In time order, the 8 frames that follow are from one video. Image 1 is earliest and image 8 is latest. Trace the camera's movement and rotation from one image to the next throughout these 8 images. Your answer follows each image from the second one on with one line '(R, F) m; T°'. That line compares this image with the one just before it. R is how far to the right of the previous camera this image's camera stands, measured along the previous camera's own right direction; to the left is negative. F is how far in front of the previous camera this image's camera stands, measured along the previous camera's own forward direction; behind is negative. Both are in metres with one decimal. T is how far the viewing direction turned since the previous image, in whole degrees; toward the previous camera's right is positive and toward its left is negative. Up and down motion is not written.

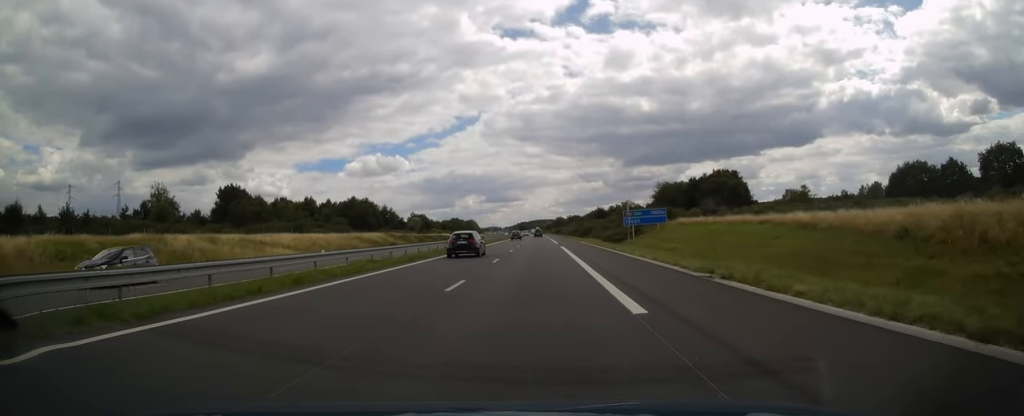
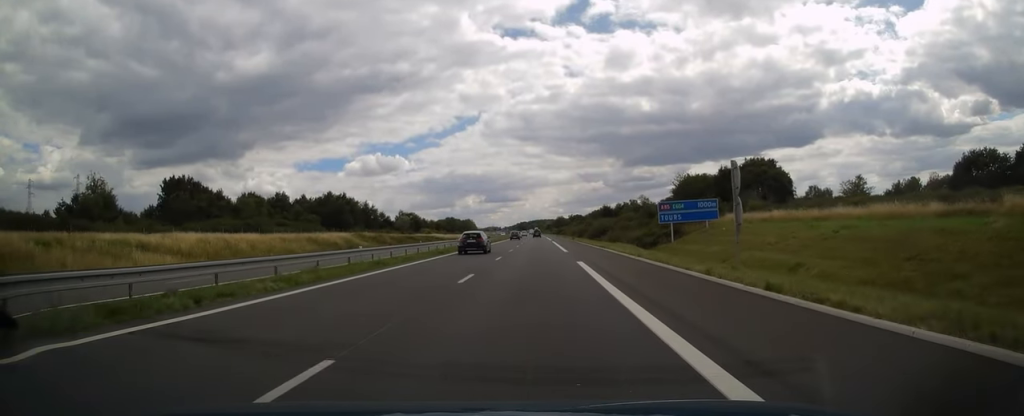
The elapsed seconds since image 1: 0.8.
(0.0, +23.6) m; 0°
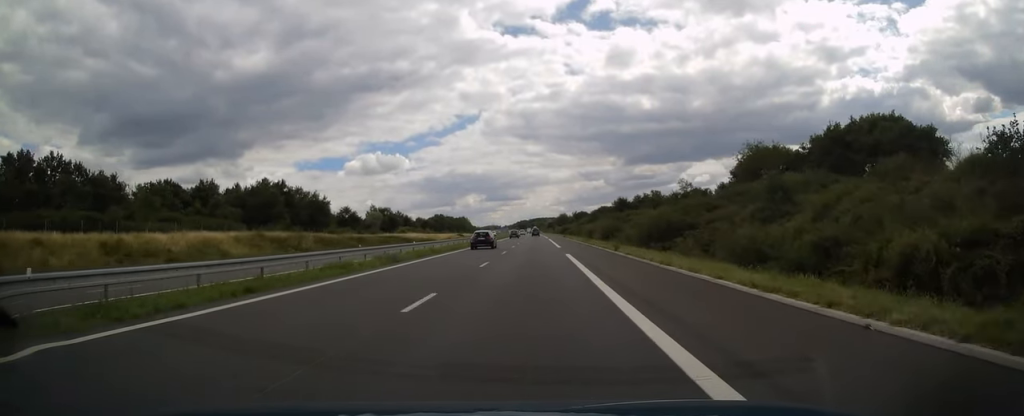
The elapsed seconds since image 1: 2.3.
(0.0, +44.6) m; 0°
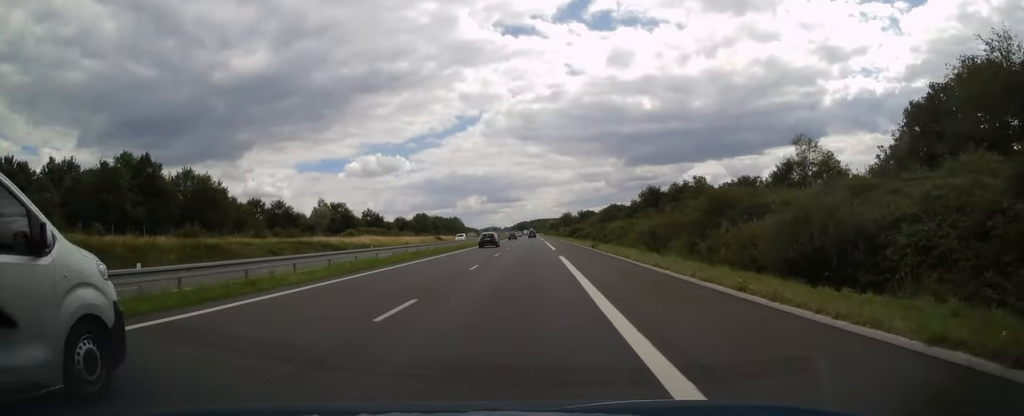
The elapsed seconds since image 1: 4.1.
(-0.2, +52.5) m; 0°
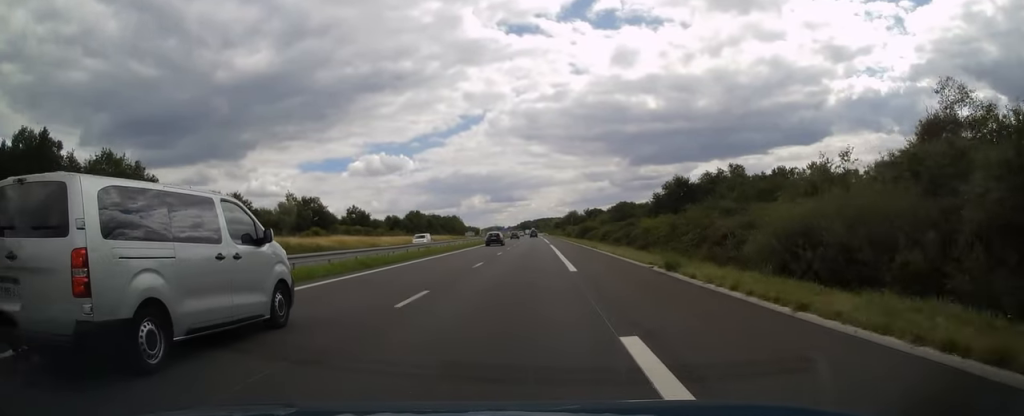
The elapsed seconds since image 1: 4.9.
(0.0, +24.0) m; 0°
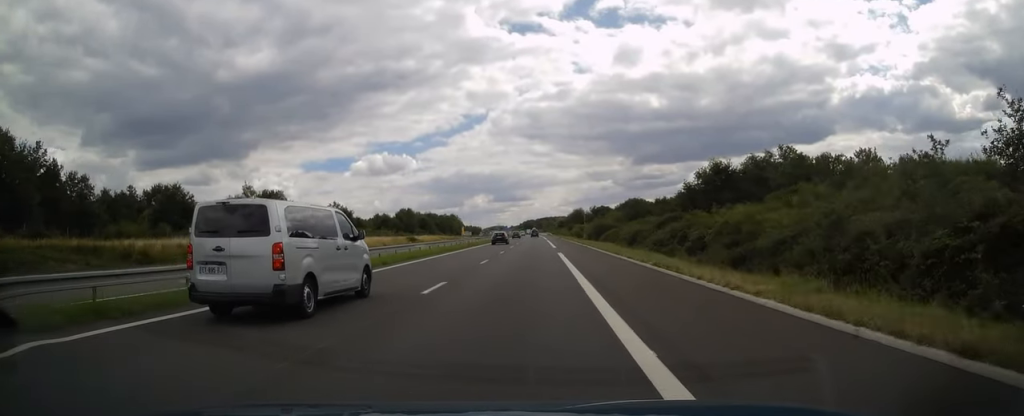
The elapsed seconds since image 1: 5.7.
(0.0, +23.6) m; 0°
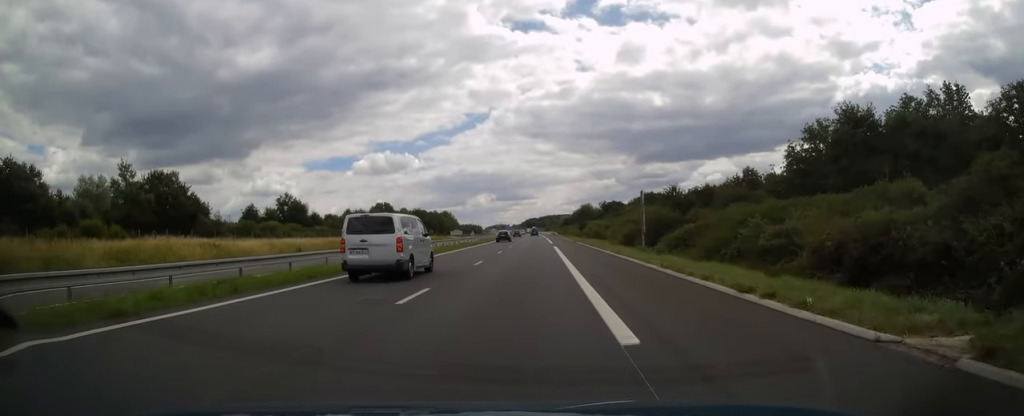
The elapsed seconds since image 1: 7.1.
(-0.1, +40.8) m; 0°
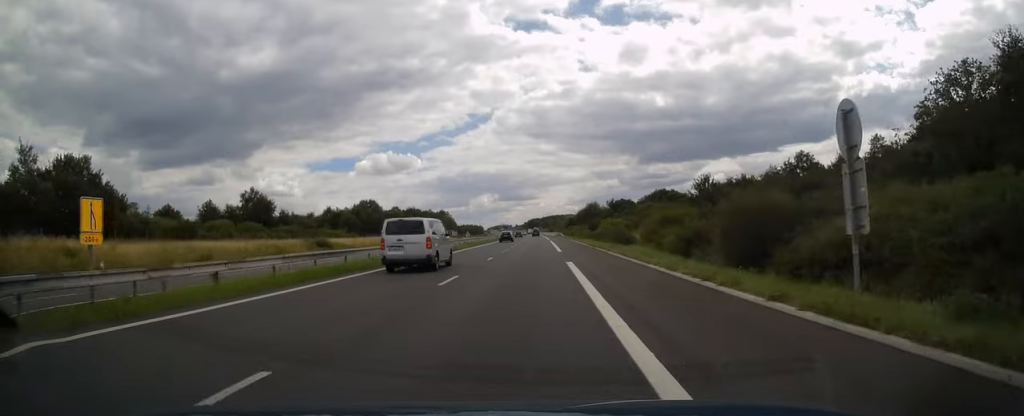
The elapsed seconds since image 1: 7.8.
(0.0, +21.6) m; 0°
